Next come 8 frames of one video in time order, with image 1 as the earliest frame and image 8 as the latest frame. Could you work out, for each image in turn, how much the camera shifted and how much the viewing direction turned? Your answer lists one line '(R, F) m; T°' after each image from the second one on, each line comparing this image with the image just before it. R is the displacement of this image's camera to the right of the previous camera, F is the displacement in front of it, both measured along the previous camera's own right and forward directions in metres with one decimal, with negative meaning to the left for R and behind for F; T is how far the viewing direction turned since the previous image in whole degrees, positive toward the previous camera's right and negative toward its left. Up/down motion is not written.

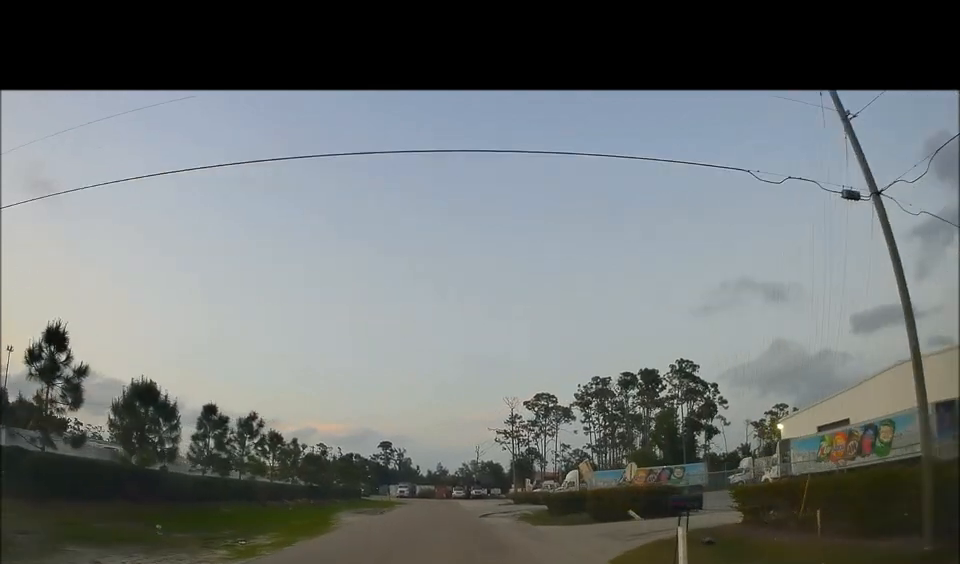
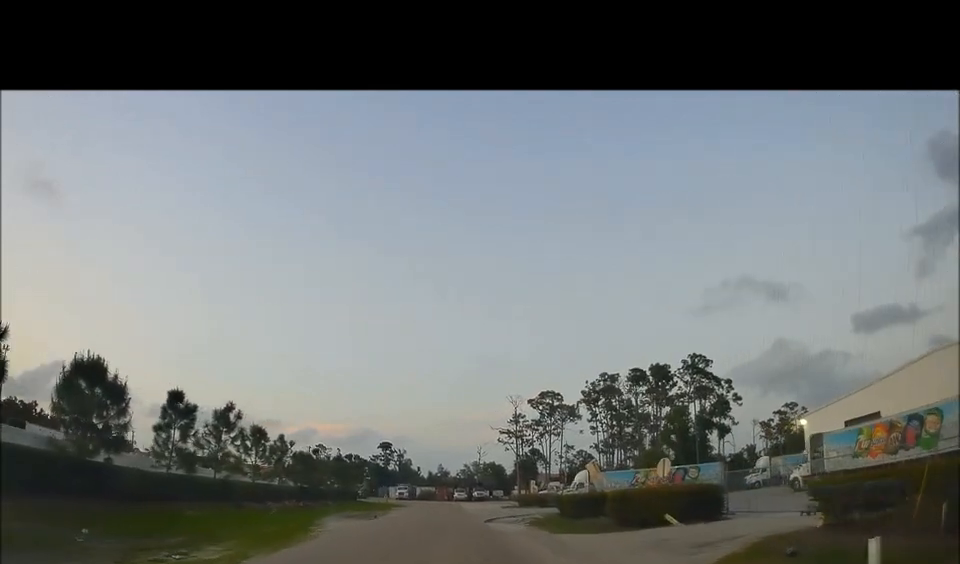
(0.0, +4.1) m; -1°
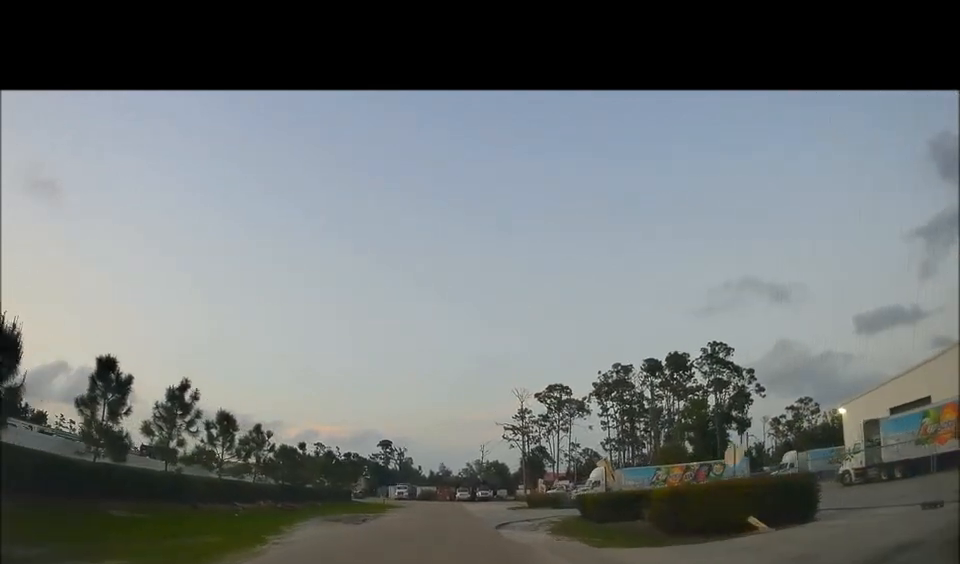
(0.0, +5.8) m; 0°
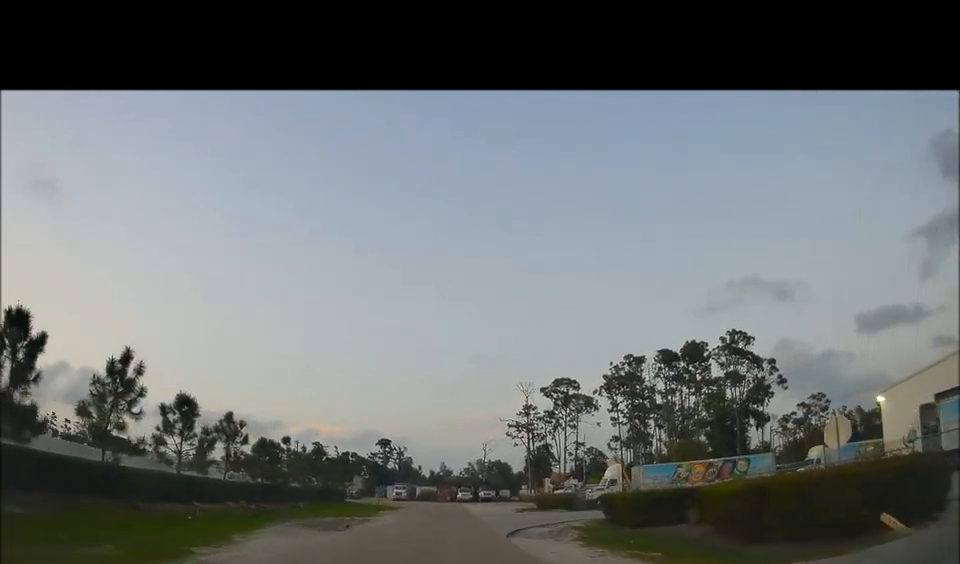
(0.0, +5.3) m; 0°
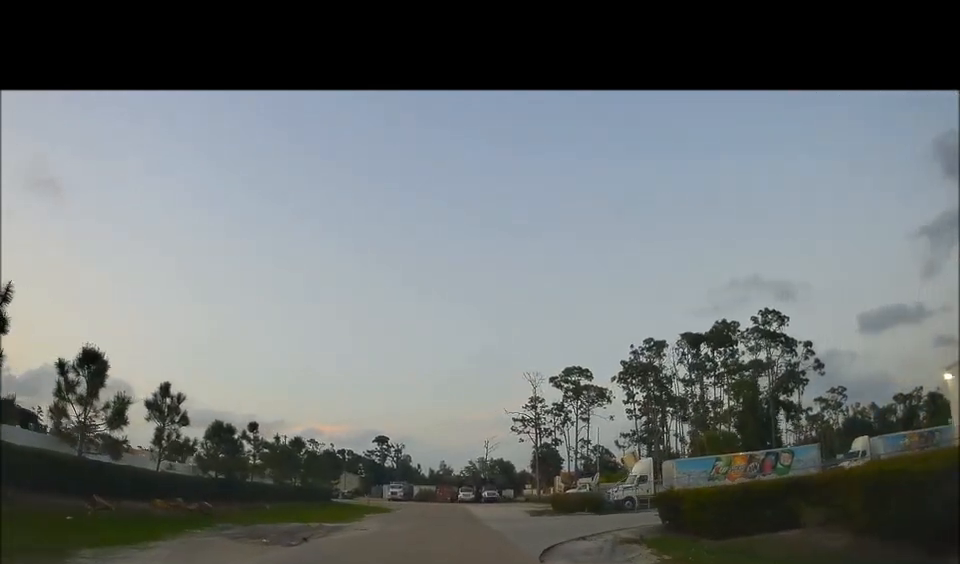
(0.0, +7.9) m; 0°
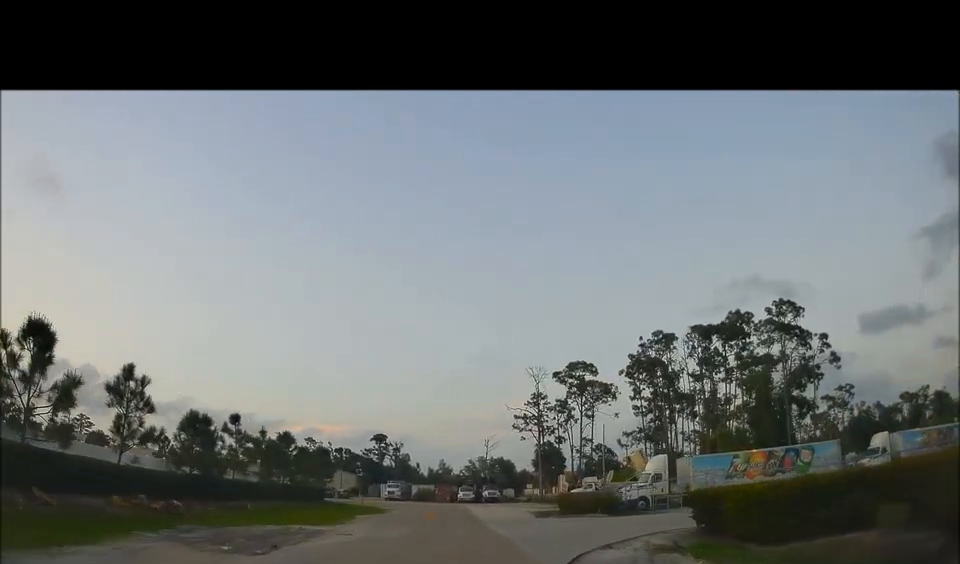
(0.0, +3.1) m; 0°
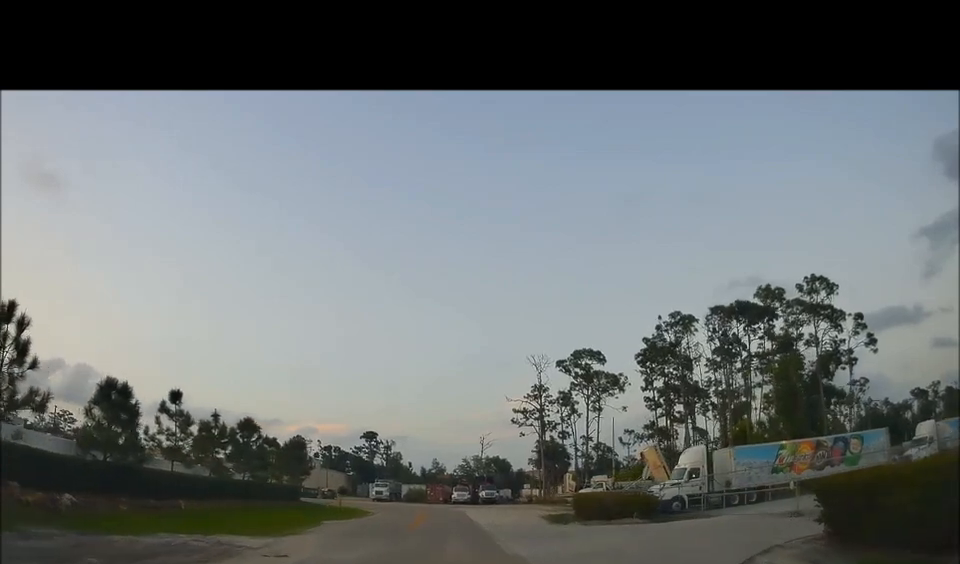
(0.0, +7.4) m; 0°
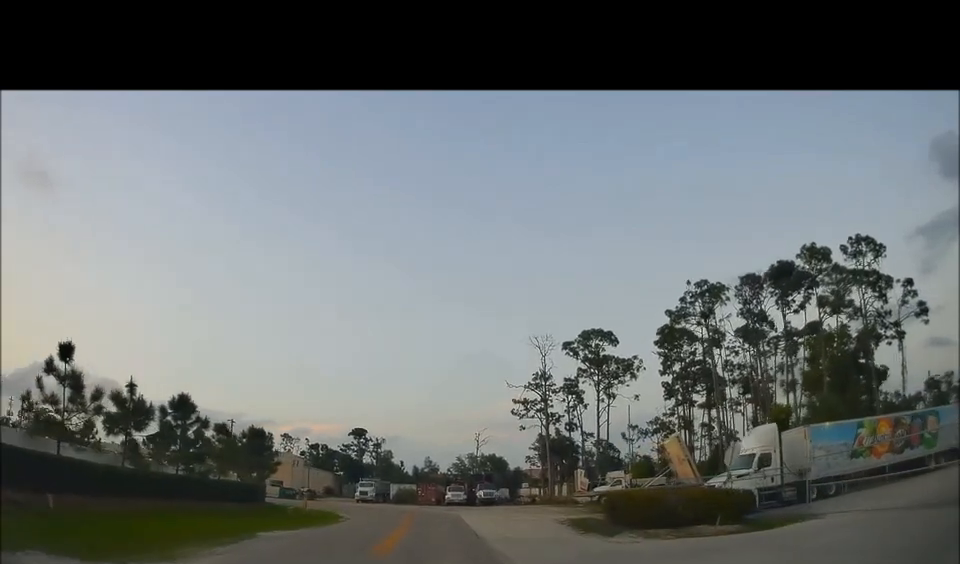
(0.0, +9.4) m; +2°
